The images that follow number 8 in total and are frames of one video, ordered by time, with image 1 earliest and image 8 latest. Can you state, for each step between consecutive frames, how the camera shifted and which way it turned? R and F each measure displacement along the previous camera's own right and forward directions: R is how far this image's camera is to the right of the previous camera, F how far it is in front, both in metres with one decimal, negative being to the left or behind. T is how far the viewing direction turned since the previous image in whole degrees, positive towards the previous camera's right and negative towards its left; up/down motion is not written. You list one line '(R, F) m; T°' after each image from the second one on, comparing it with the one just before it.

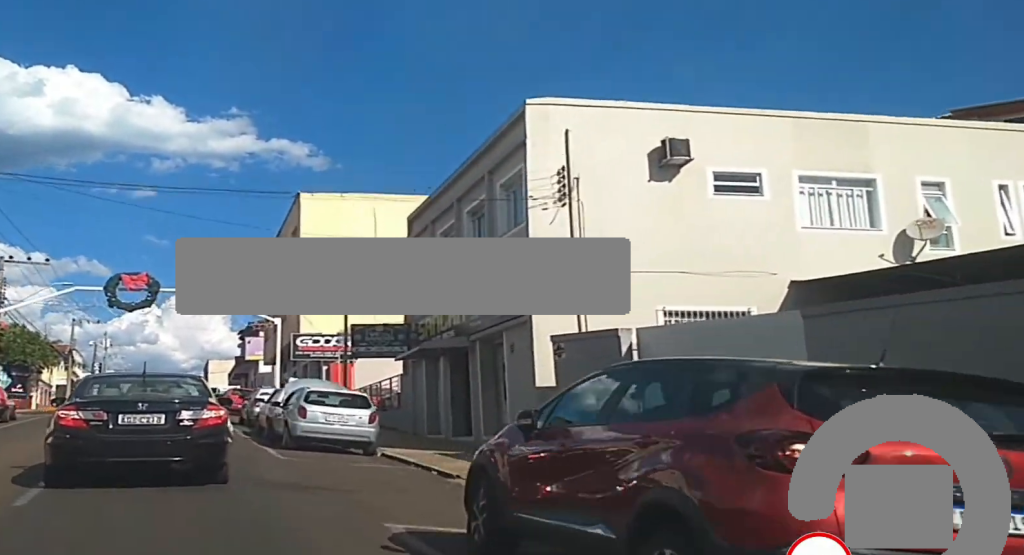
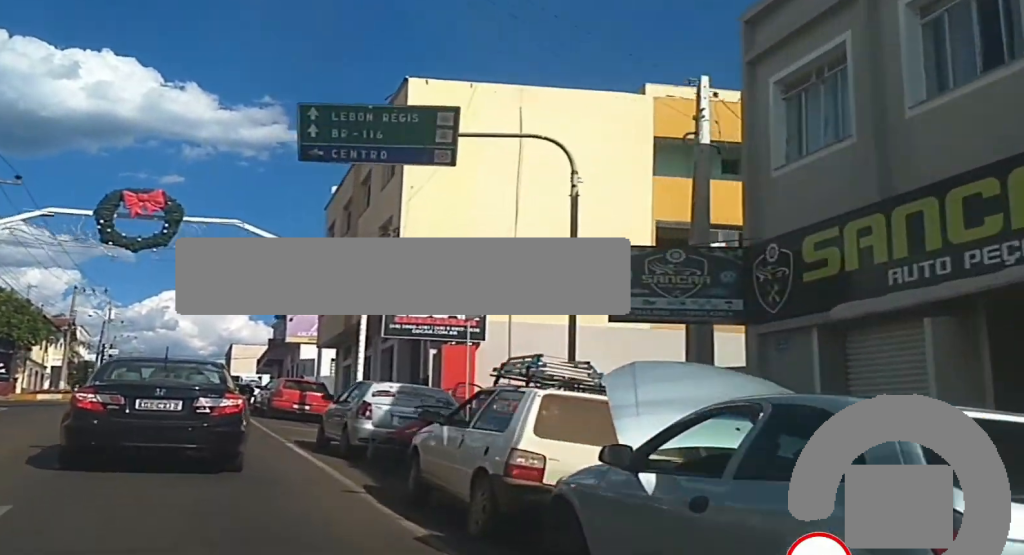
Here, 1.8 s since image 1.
(-0.5, +16.6) m; -3°
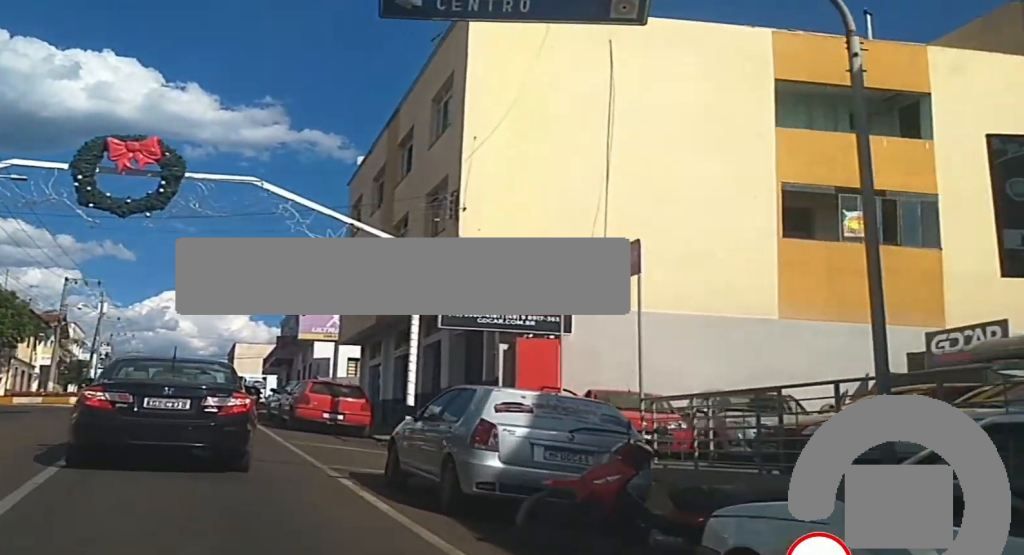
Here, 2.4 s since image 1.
(0.0, +6.2) m; 0°
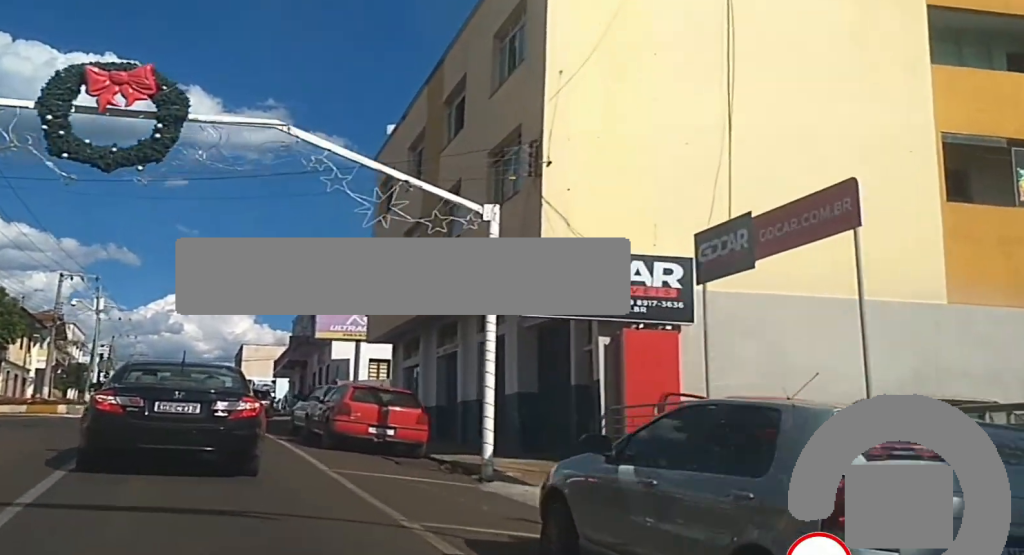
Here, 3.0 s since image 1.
(0.0, +5.2) m; 0°
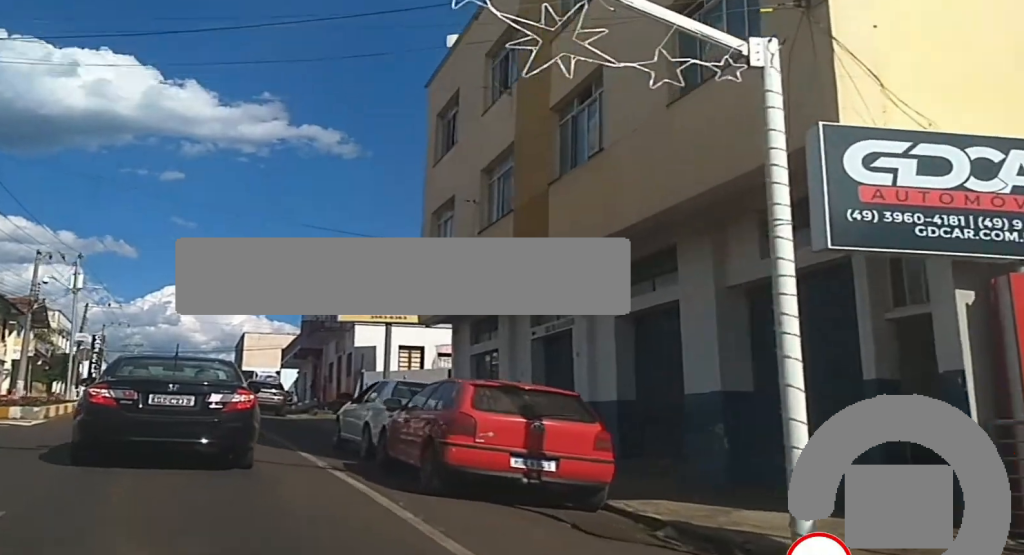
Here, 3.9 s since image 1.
(0.0, +8.2) m; 0°
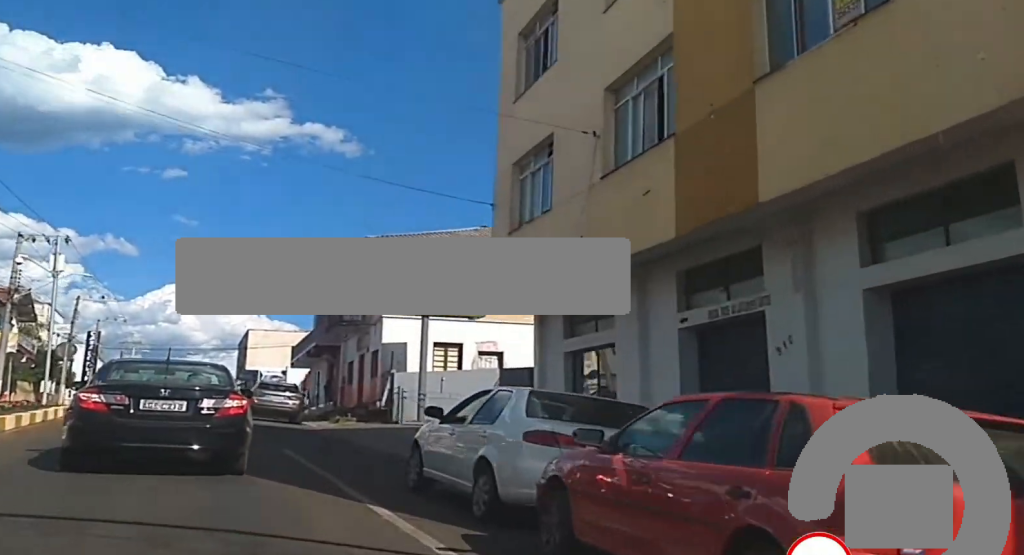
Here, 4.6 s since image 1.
(0.0, +6.1) m; 0°
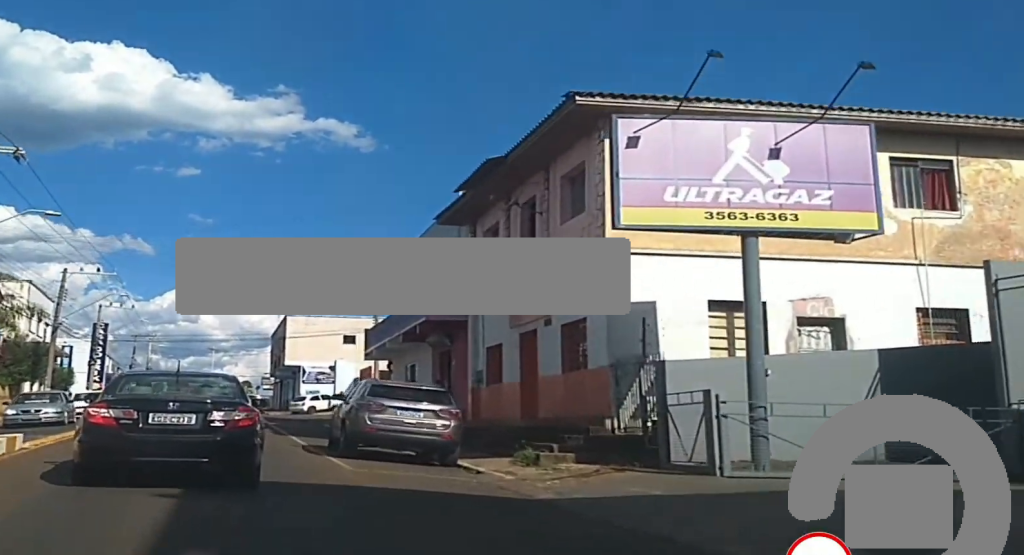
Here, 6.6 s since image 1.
(-0.2, +18.4) m; -1°
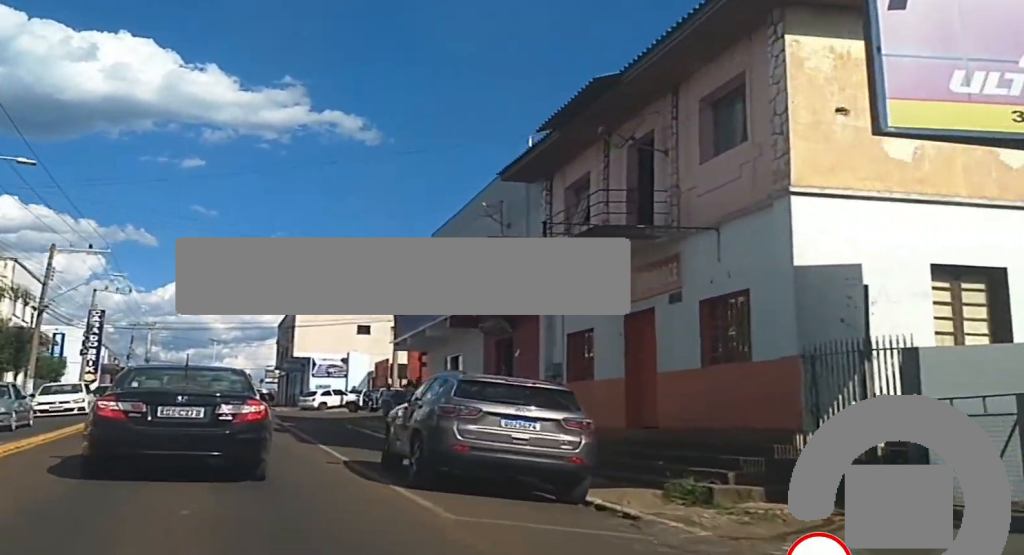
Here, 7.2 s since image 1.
(0.0, +5.6) m; 0°
